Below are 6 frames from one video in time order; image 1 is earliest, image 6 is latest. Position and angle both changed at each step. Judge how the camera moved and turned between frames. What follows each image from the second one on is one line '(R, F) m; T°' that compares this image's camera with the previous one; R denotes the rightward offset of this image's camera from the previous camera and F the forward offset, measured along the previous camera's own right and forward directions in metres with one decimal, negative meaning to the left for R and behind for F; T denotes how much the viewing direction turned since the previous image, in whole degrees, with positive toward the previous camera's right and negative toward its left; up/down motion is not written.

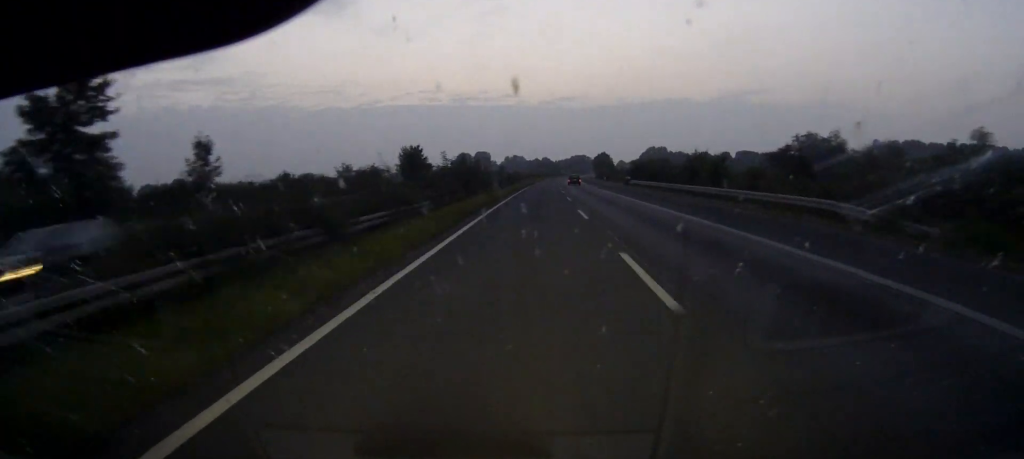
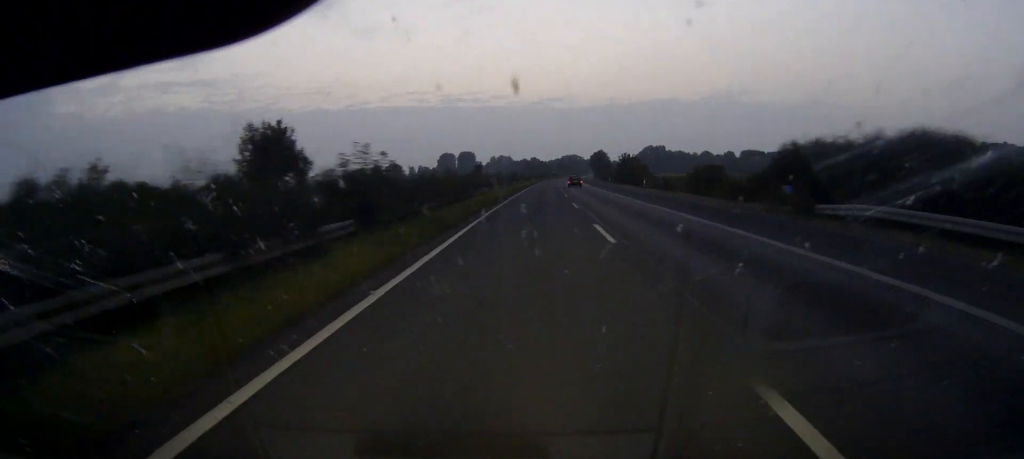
(+0.3, +62.8) m; +1°
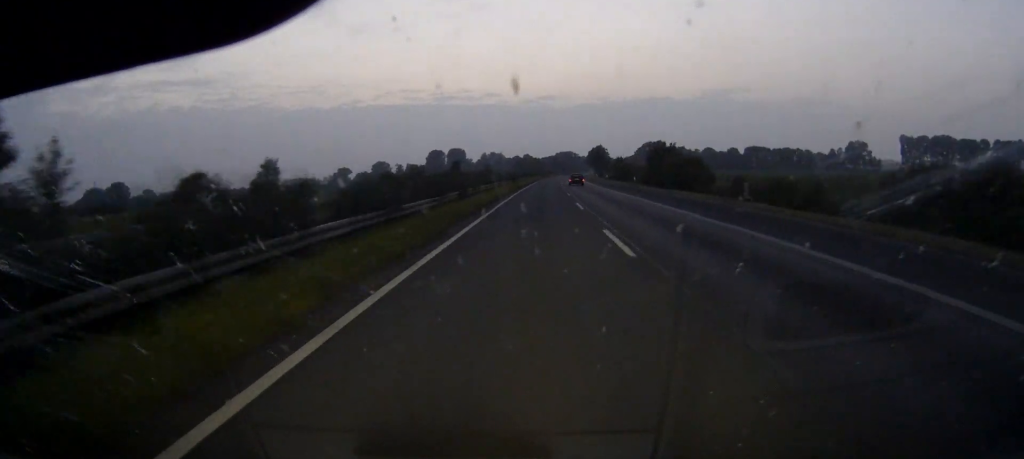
(+0.3, +39.3) m; +1°
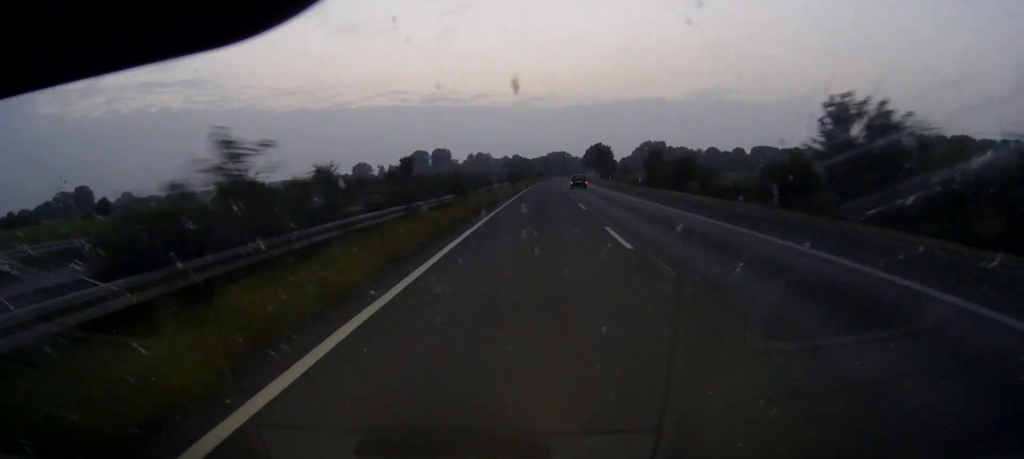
(+0.3, +53.2) m; +1°
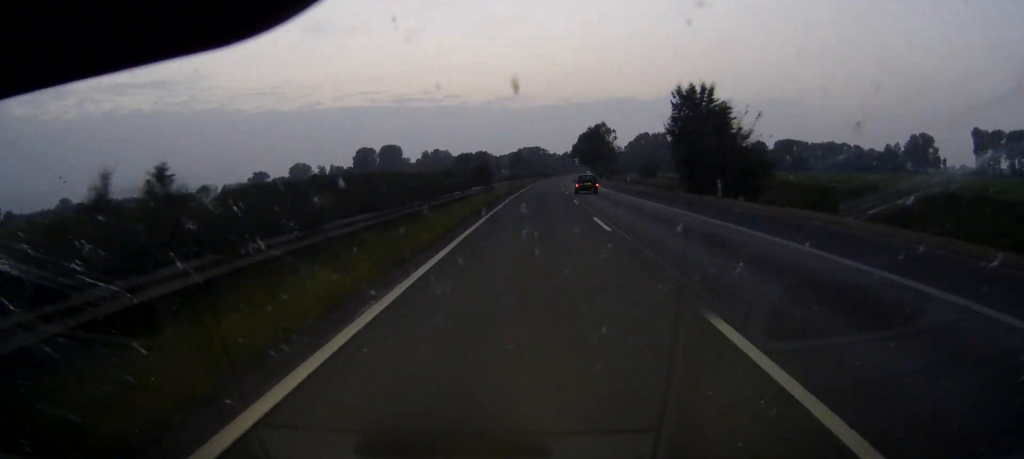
(+2.3, +138.0) m; +2°
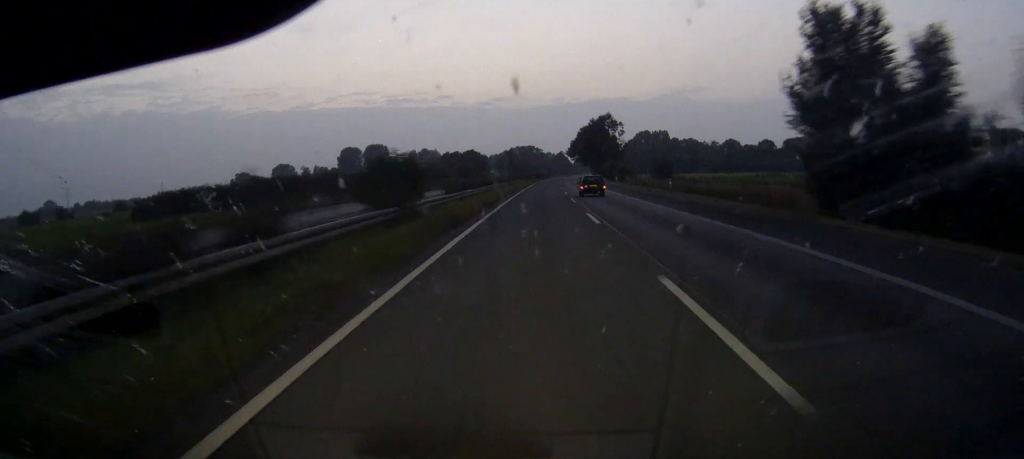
(+0.1, +33.0) m; +1°
